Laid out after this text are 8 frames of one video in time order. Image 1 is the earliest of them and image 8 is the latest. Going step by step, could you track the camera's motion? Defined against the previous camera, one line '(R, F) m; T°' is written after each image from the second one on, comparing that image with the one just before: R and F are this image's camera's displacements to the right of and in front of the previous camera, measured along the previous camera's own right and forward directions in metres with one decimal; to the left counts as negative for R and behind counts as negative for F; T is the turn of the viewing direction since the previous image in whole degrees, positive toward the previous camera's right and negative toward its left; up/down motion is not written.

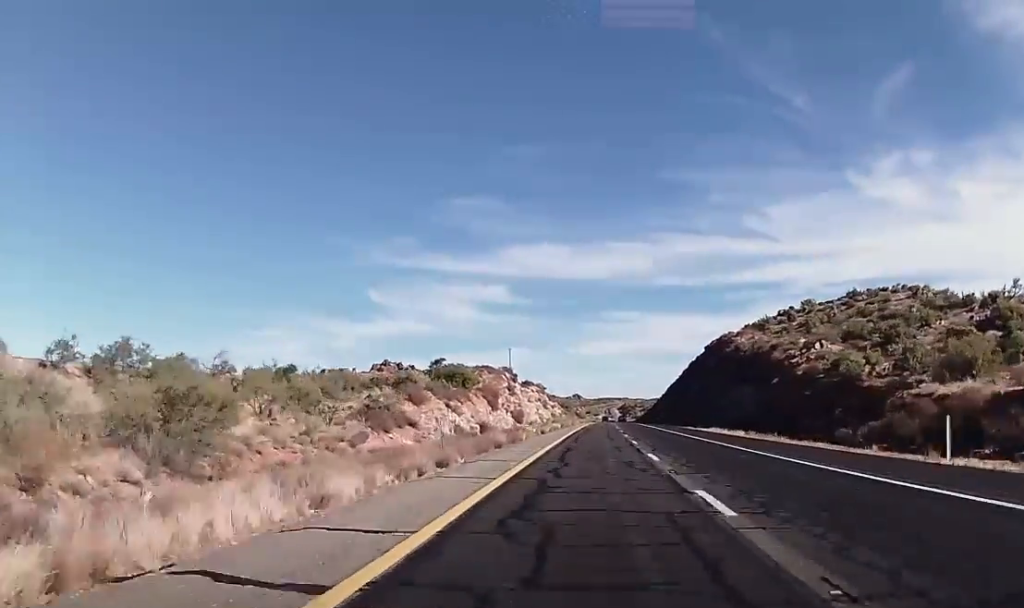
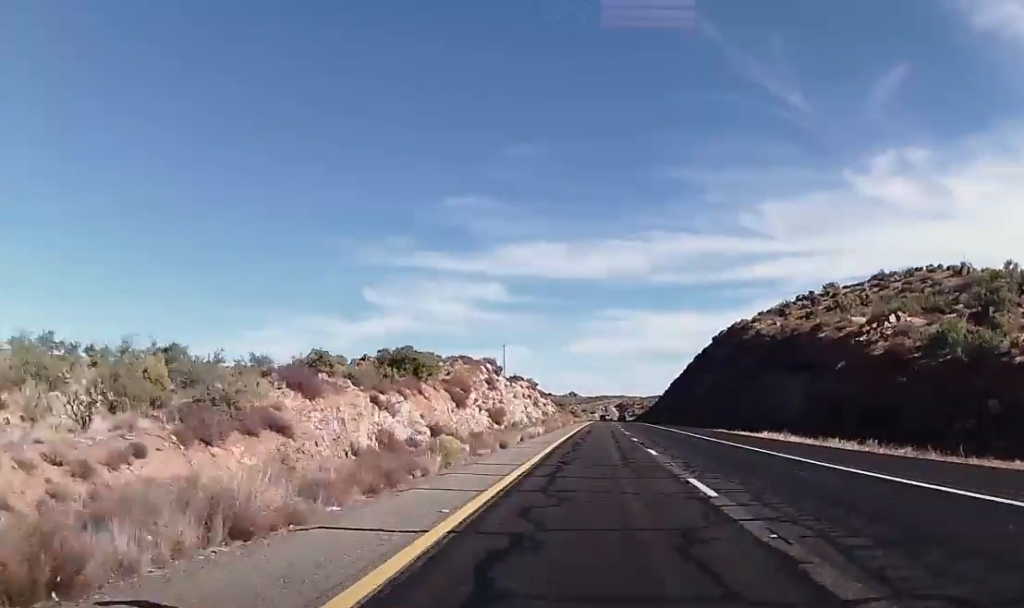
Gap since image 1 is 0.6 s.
(-0.1, +22.2) m; 0°
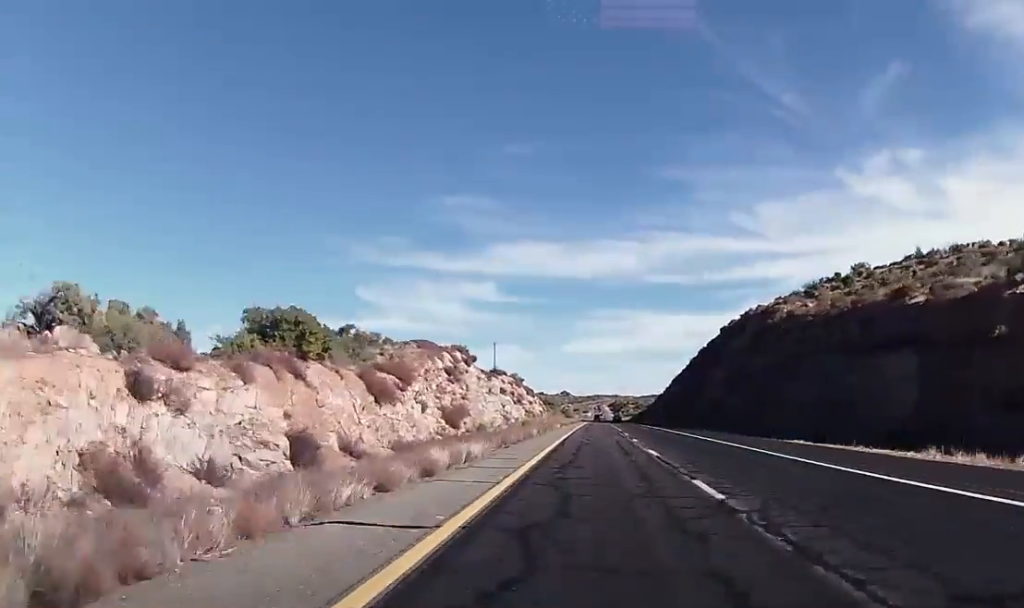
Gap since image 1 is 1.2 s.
(-0.1, +24.7) m; +1°
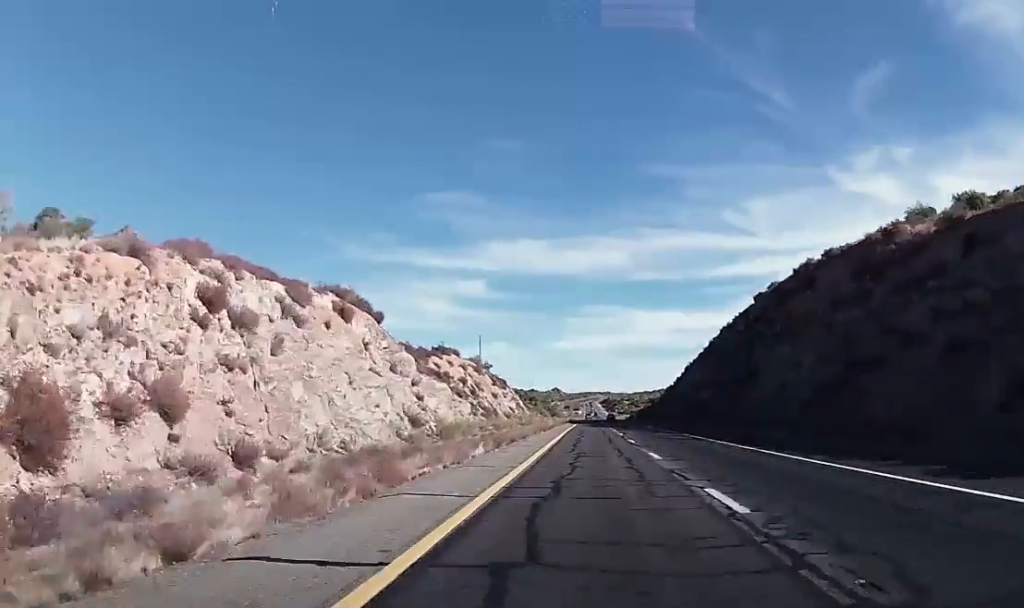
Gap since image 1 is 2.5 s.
(+0.7, +50.7) m; +2°
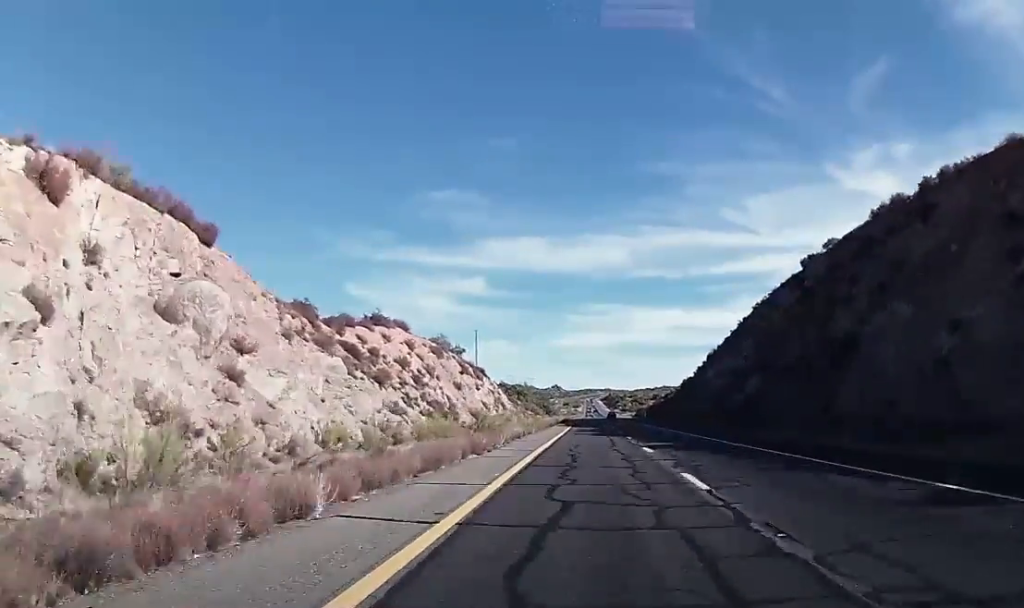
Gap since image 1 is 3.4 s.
(+0.5, +33.8) m; 0°
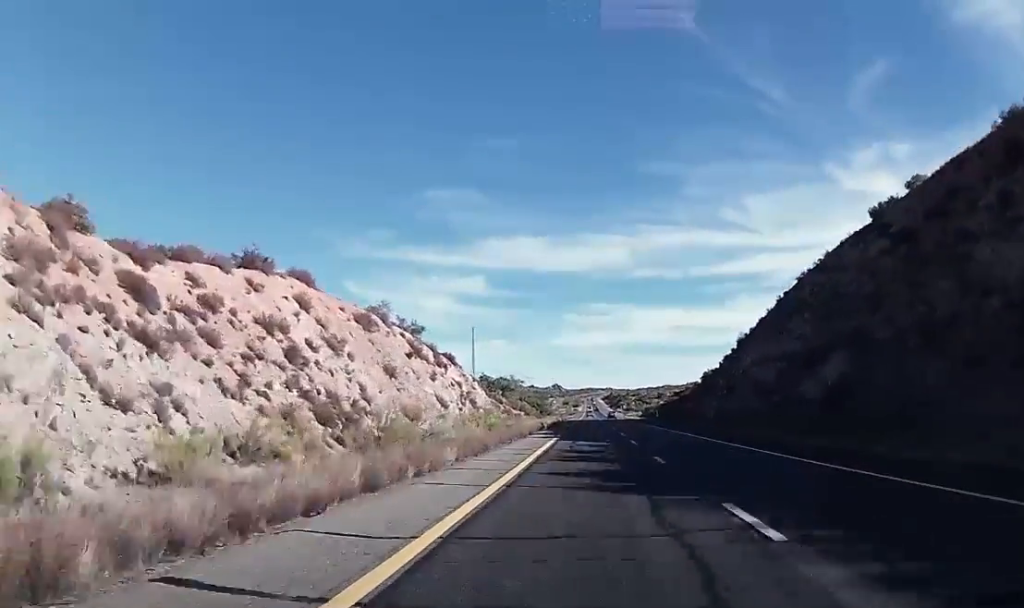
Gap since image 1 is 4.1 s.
(-0.3, +29.7) m; 0°
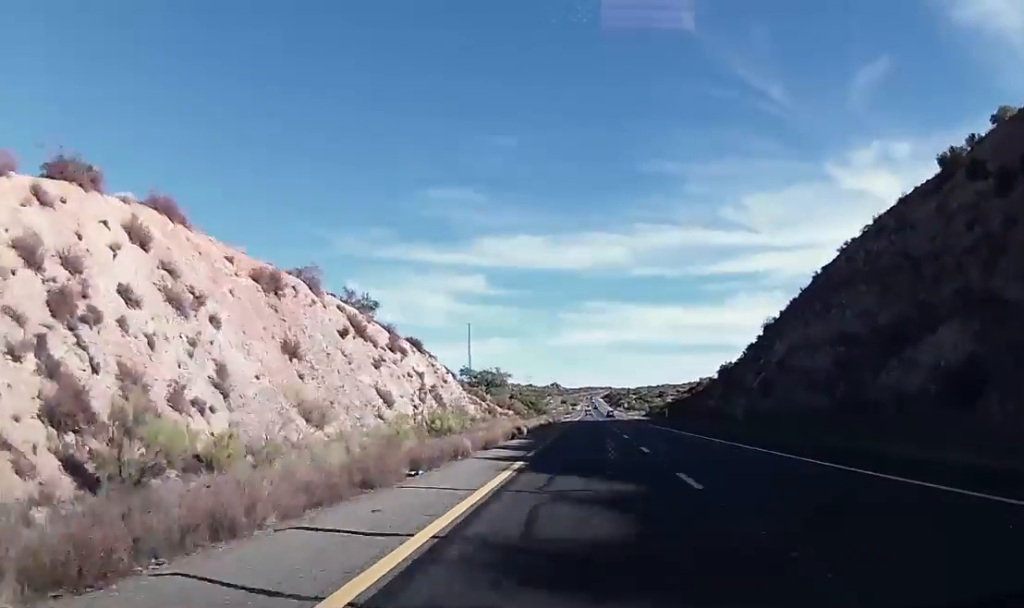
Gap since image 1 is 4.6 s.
(-0.1, +19.2) m; 0°
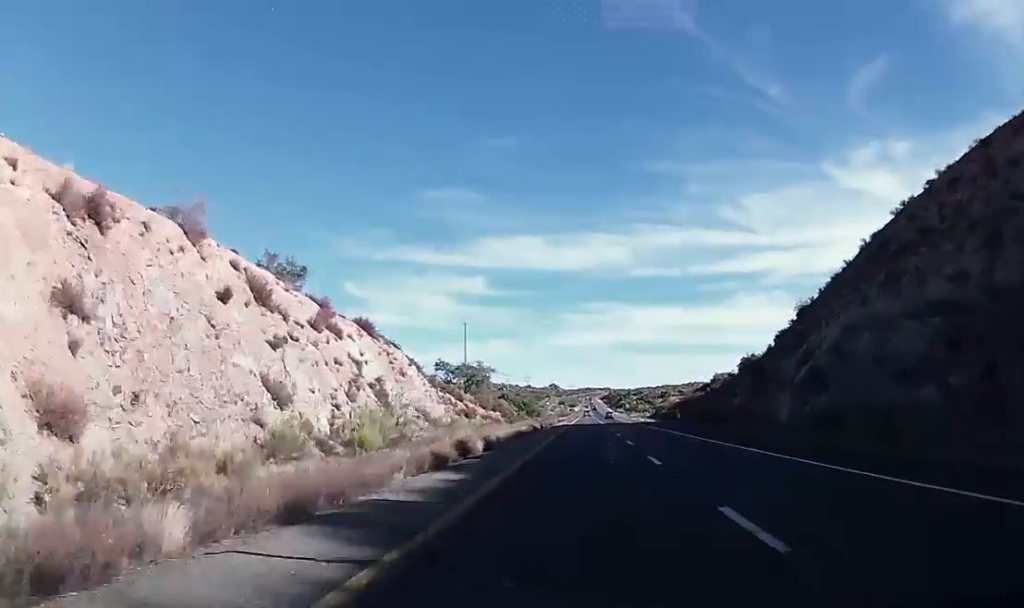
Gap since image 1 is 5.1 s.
(+0.1, +17.8) m; 0°
